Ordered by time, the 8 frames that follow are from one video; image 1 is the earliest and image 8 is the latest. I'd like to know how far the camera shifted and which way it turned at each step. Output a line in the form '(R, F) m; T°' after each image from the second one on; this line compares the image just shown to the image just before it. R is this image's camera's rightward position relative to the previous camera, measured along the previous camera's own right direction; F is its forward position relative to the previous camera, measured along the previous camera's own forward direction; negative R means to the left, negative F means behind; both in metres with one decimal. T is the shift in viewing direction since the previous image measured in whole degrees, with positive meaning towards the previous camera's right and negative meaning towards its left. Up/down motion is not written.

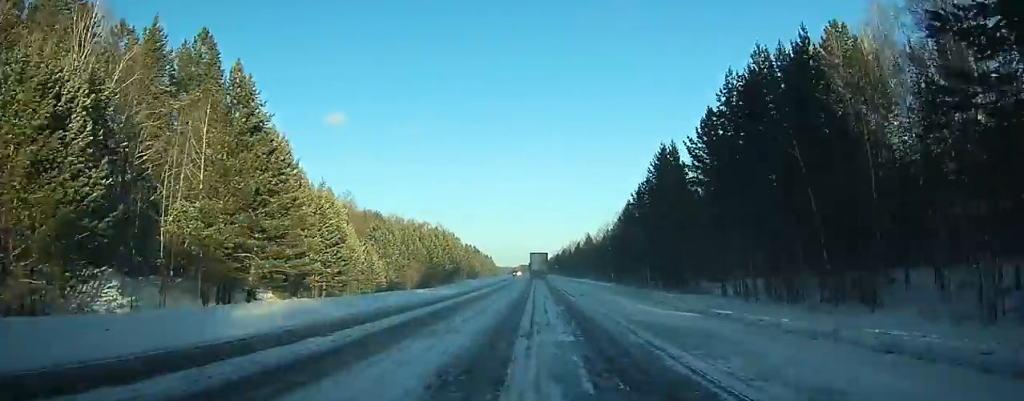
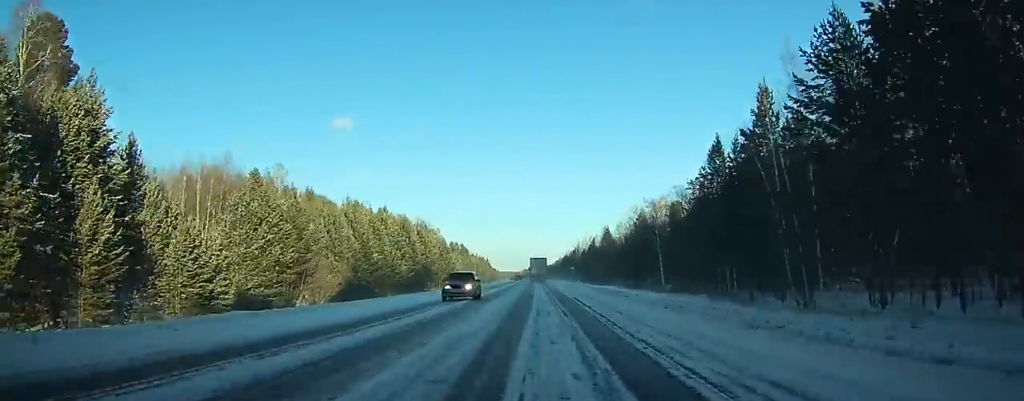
(-0.7, +52.8) m; 0°
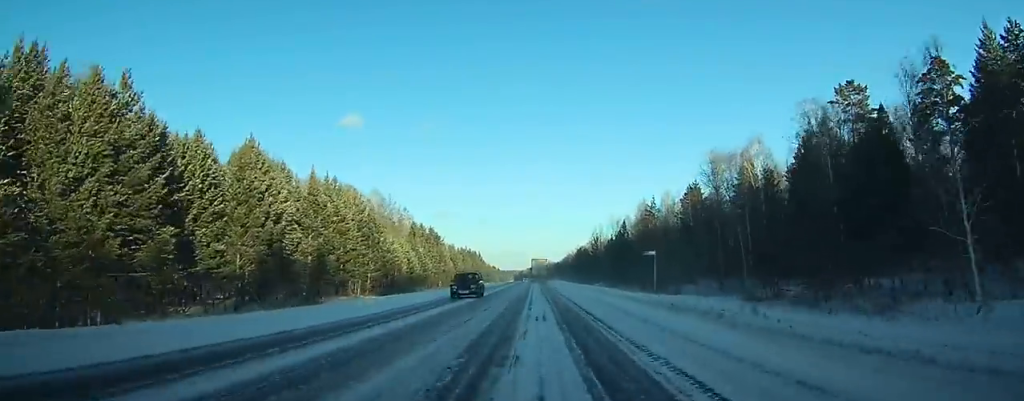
(+0.4, +64.7) m; 0°
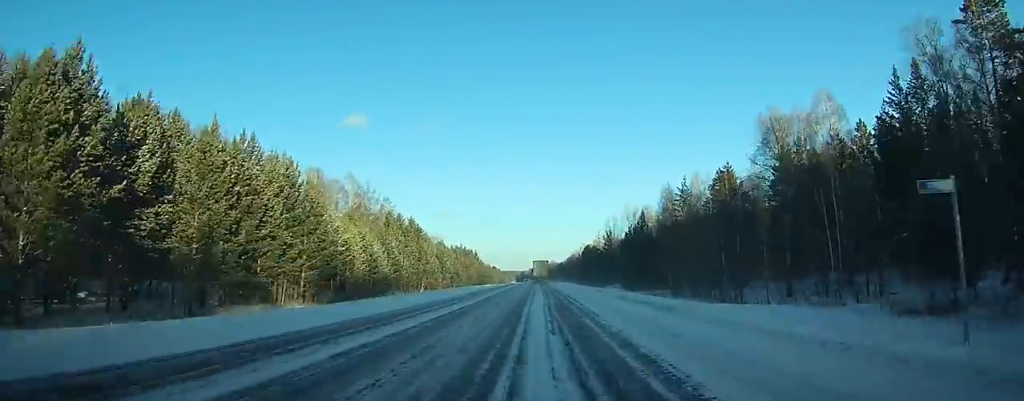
(-0.1, +23.0) m; 0°
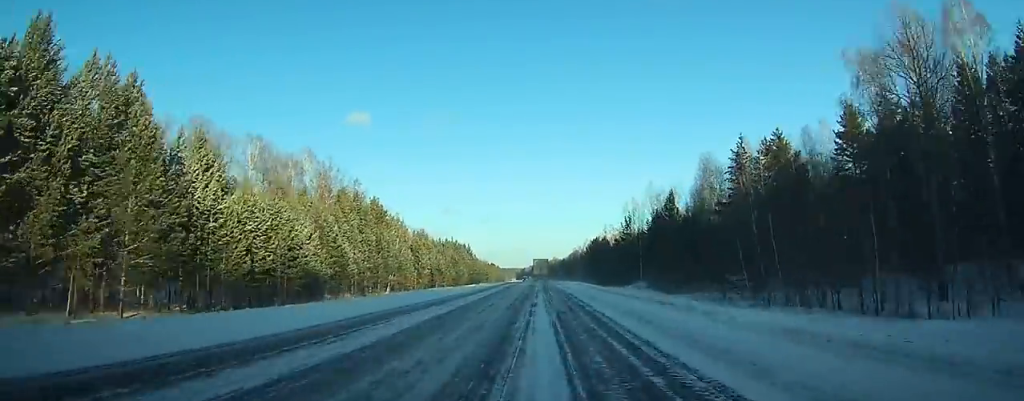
(-0.1, +26.0) m; -1°
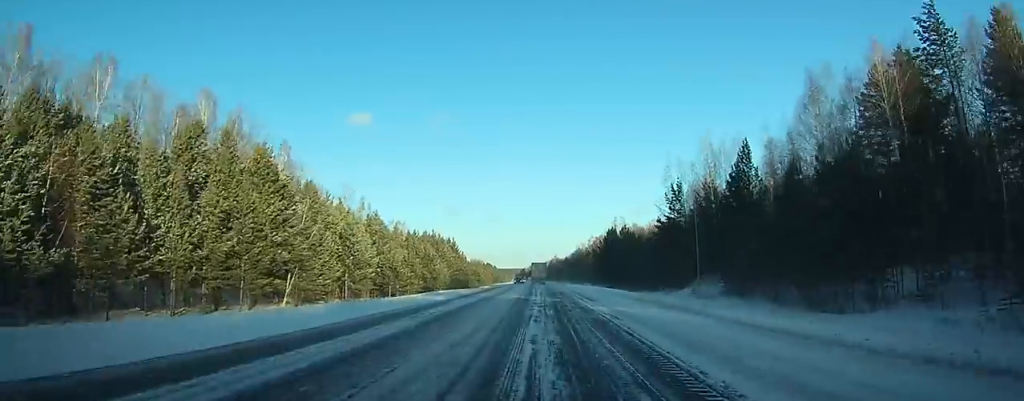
(-0.2, +36.3) m; -1°
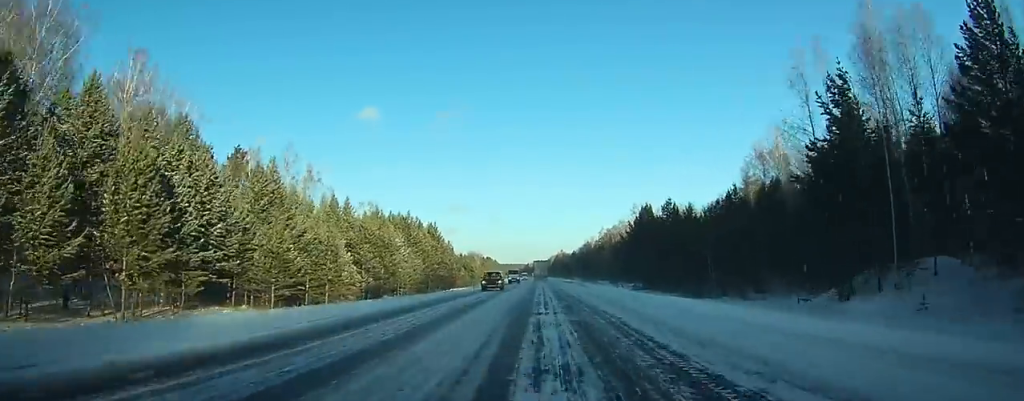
(-0.3, +36.4) m; 0°
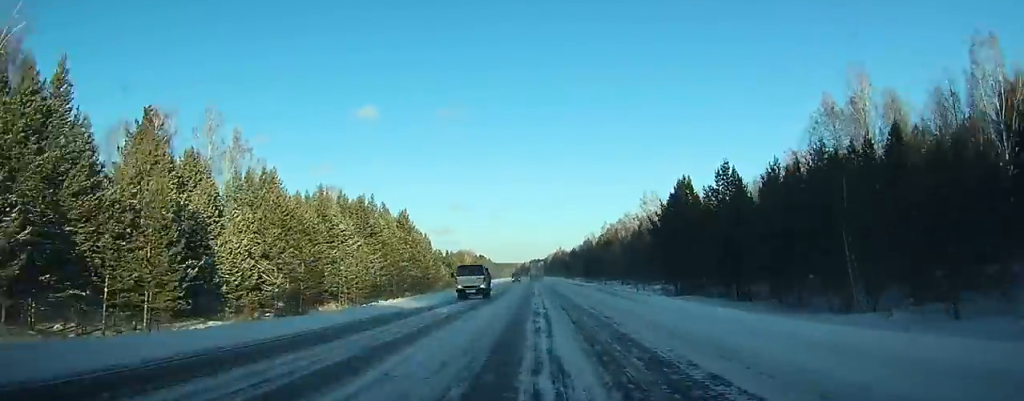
(+0.1, +26.3) m; 0°
